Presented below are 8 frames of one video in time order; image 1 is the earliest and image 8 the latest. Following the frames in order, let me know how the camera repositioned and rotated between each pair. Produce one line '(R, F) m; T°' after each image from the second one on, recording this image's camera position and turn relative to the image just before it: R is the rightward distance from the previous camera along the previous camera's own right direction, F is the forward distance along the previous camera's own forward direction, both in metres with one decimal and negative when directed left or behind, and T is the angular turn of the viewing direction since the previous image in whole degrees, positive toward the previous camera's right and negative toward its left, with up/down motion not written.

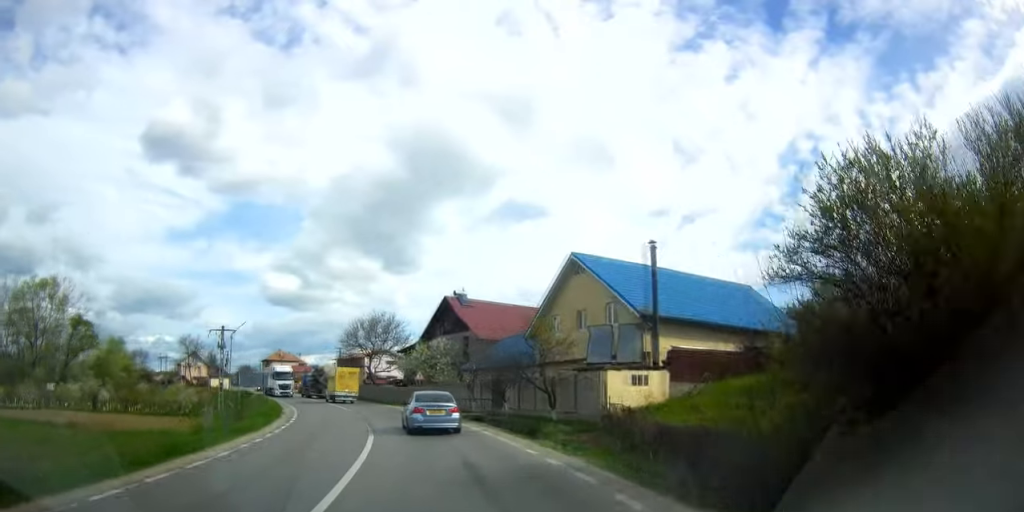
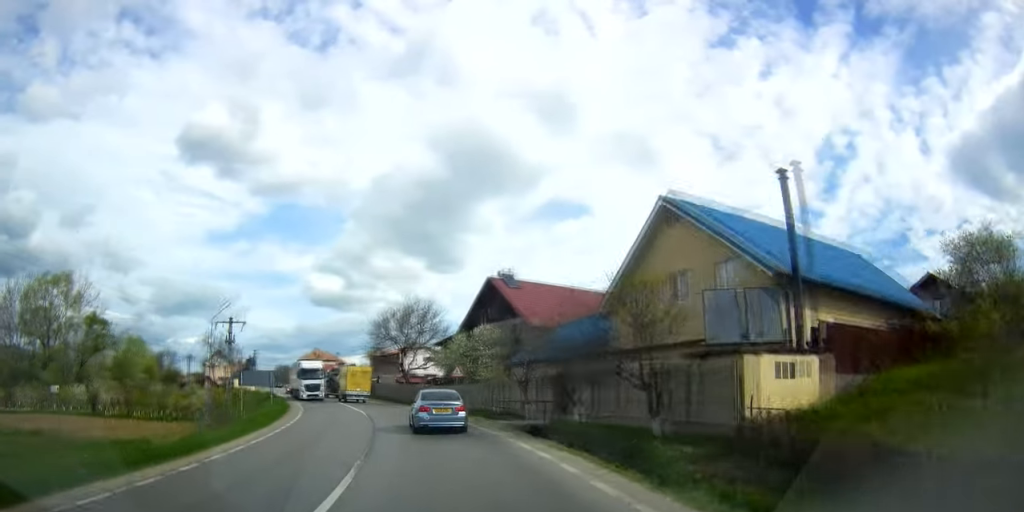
(-0.4, +8.9) m; -5°
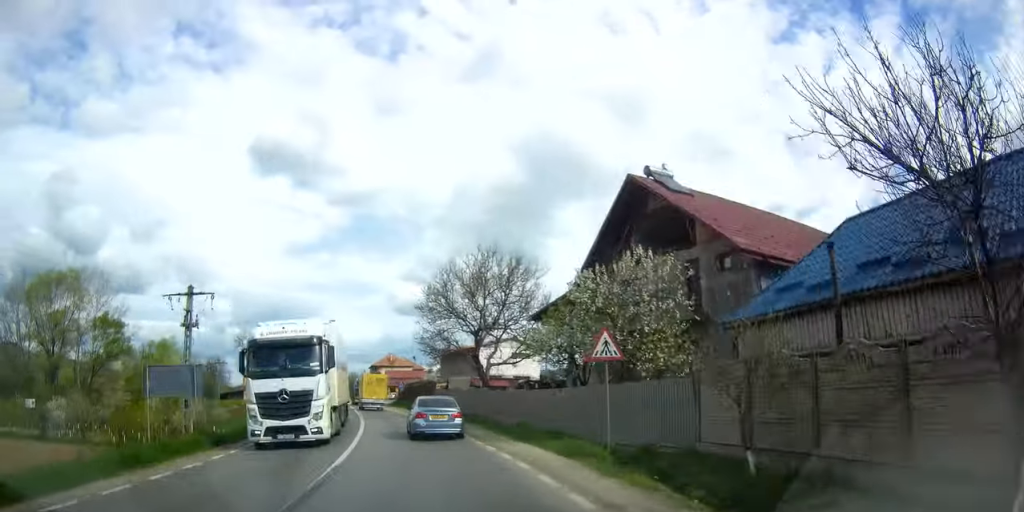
(-2.1, +23.0) m; -9°
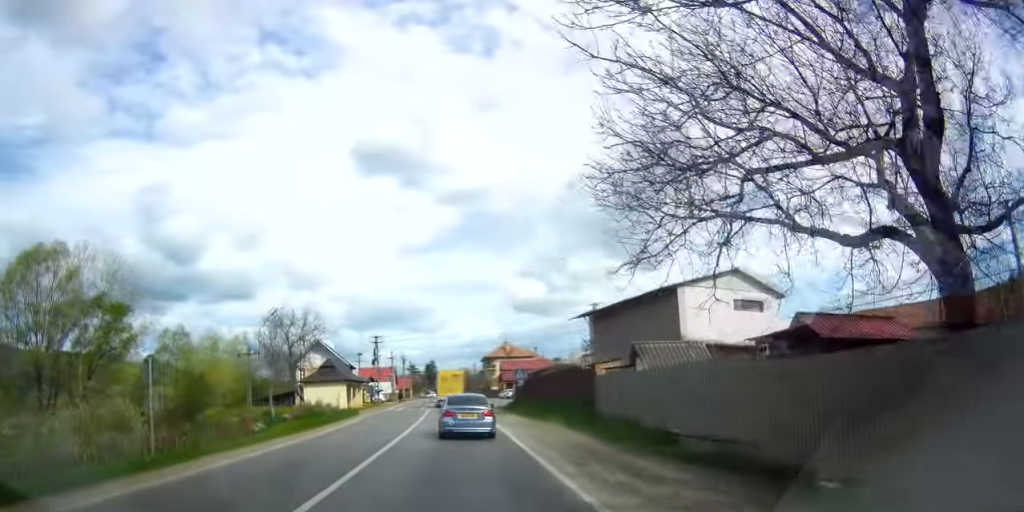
(-2.9, +31.1) m; -11°
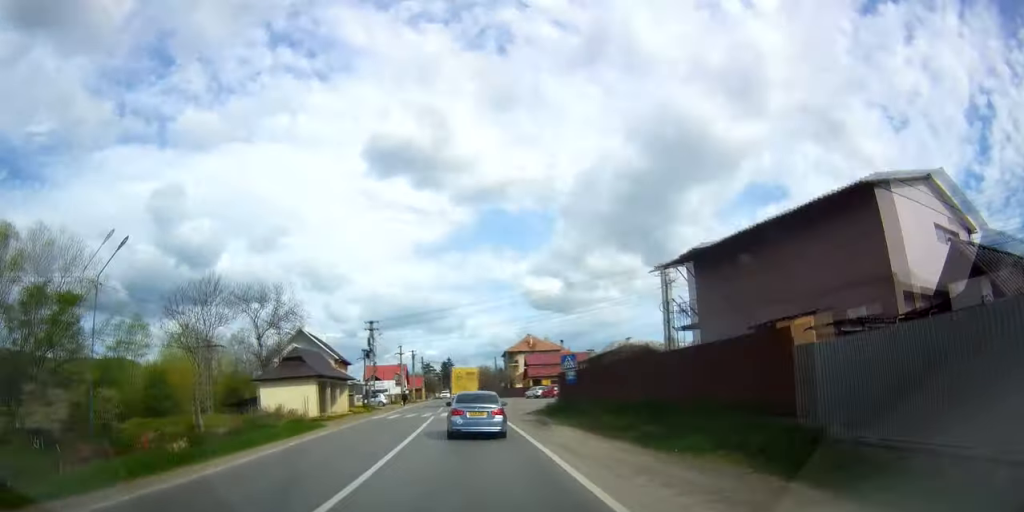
(-0.6, +15.2) m; -5°
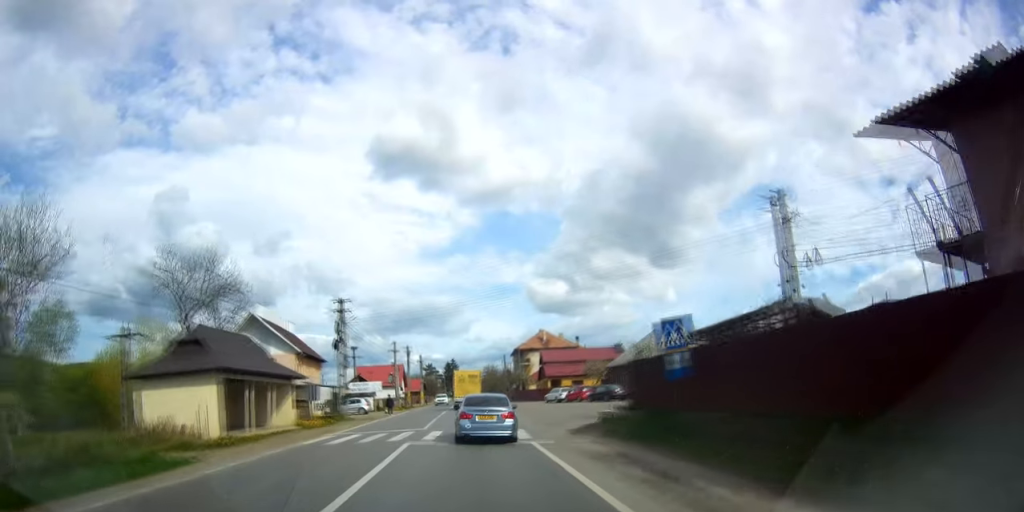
(-0.5, +15.3) m; -4°
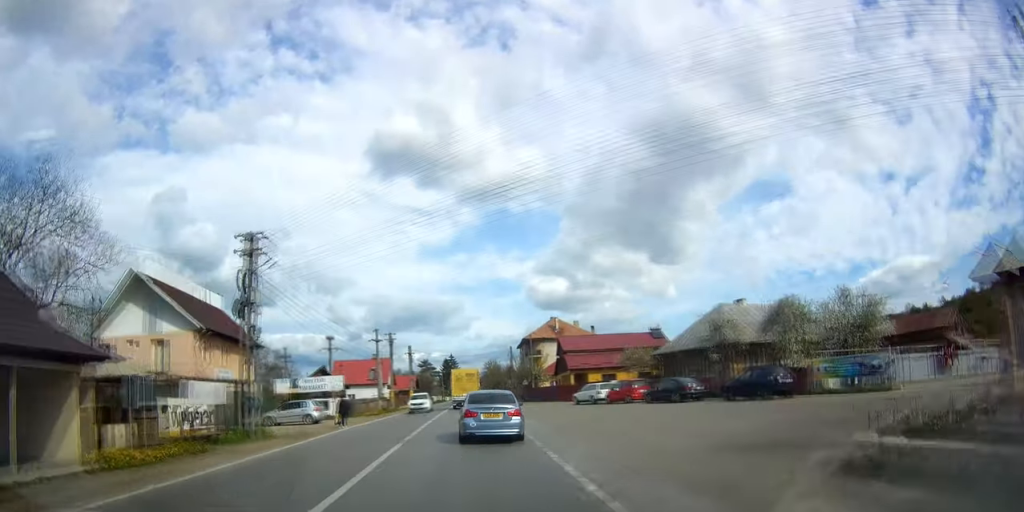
(-0.9, +18.2) m; -2°
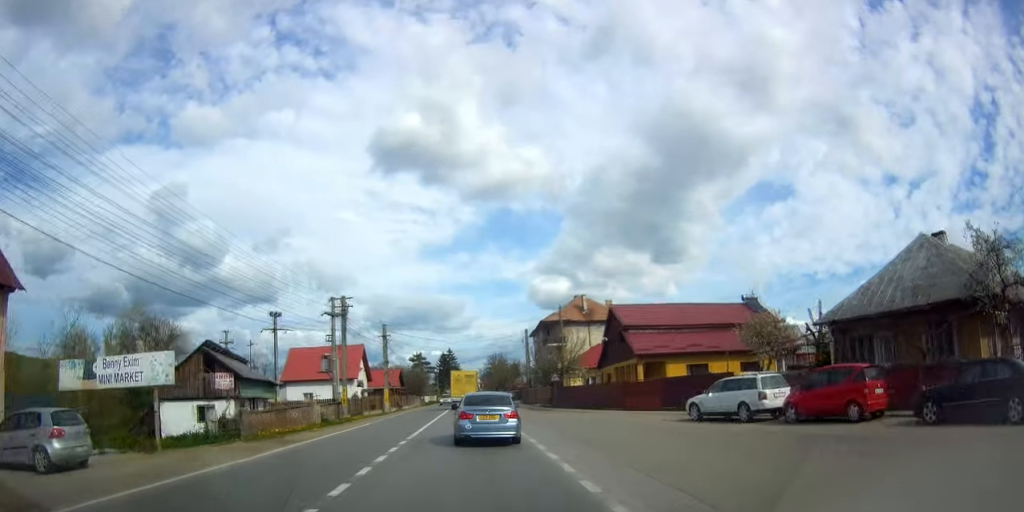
(+0.3, +25.8) m; +1°
